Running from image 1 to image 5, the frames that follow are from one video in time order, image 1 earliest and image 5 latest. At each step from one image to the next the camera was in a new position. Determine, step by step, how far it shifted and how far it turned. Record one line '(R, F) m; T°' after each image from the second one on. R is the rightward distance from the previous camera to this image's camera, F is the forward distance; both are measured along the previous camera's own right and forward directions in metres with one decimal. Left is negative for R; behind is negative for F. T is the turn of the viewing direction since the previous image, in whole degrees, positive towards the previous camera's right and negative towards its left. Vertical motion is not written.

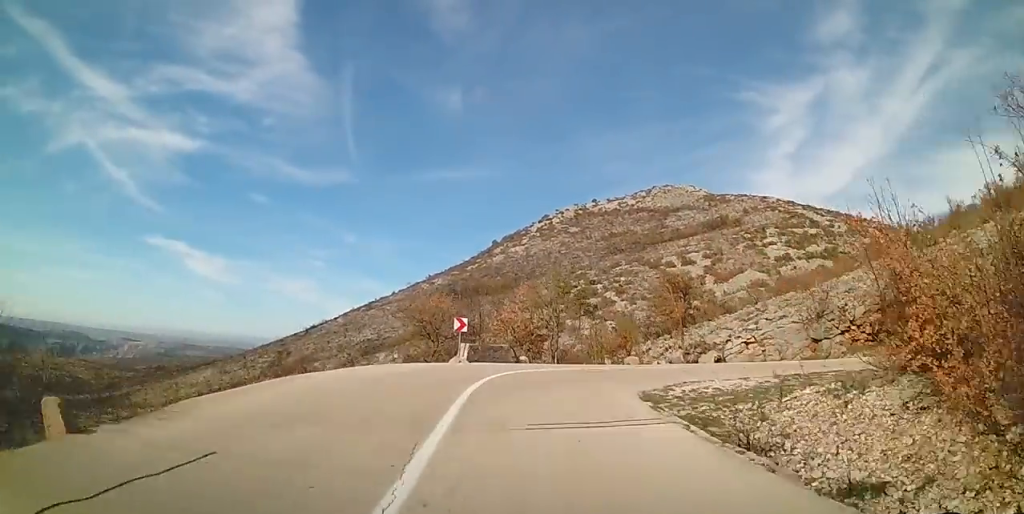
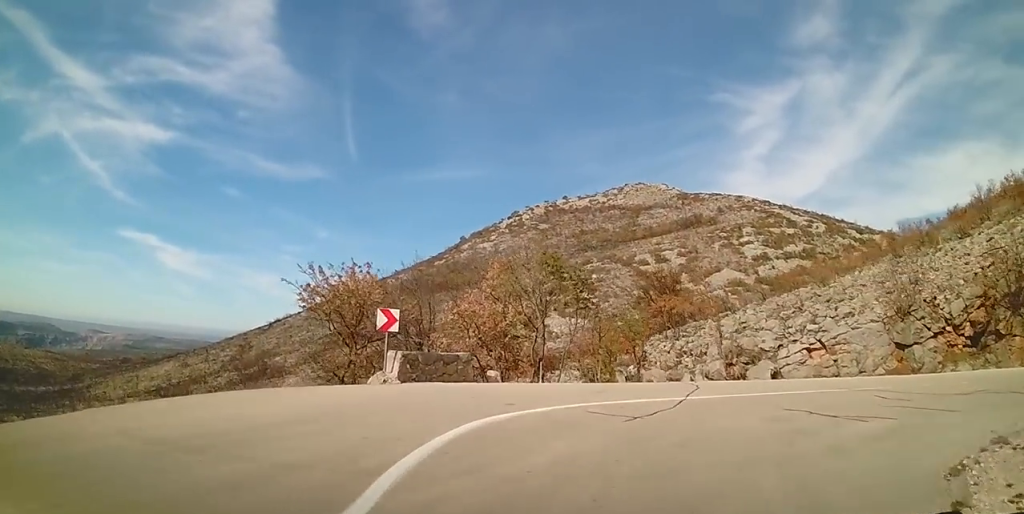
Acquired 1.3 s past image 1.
(+0.1, +9.3) m; +4°
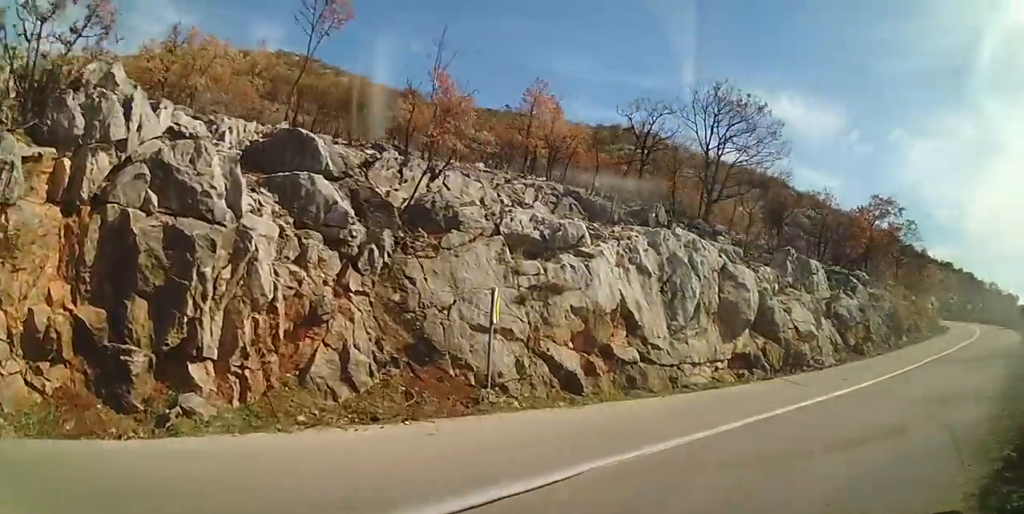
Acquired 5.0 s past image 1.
(+9.1, +3.9) m; +140°
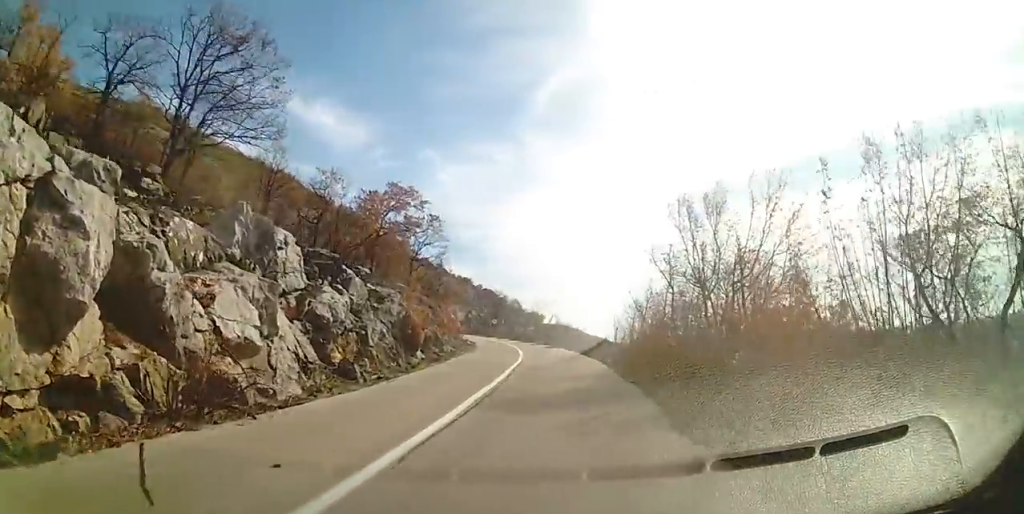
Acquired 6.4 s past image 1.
(+1.9, +6.2) m; +30°
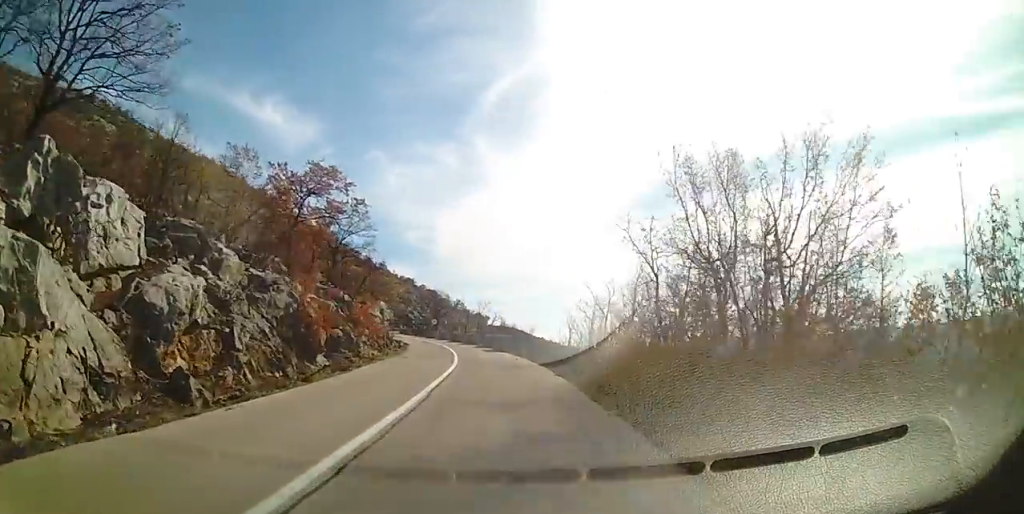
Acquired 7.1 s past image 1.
(+0.5, +4.2) m; +7°
